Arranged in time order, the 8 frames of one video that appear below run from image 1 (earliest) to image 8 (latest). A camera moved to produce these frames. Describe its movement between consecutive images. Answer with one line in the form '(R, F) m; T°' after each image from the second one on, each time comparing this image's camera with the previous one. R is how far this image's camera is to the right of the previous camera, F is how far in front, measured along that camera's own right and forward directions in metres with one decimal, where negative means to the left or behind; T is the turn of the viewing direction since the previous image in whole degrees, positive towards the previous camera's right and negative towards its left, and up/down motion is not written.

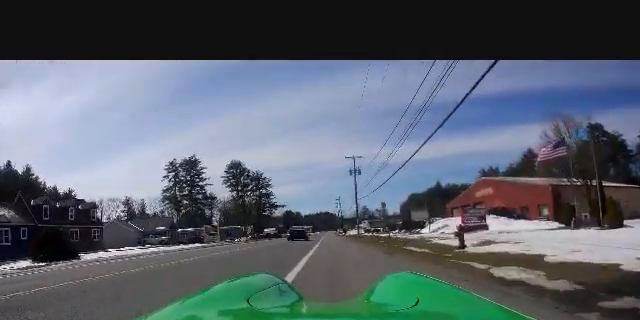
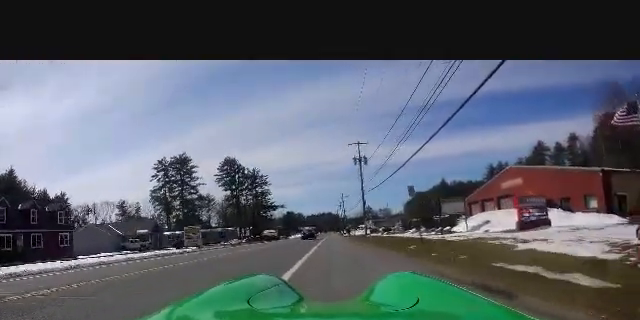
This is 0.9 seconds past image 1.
(0.0, +8.2) m; -1°
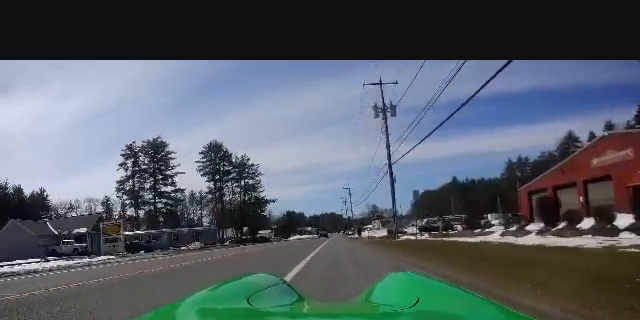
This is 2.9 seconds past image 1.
(-0.6, +18.3) m; -2°
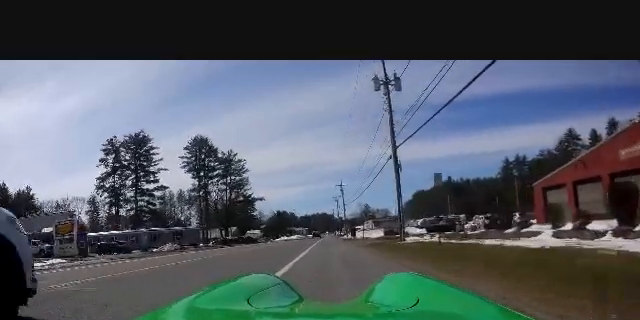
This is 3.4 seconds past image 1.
(0.0, +4.9) m; +1°
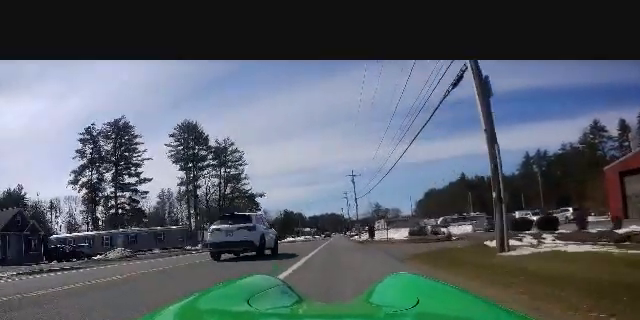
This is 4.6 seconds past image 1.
(+0.3, +11.2) m; +3°
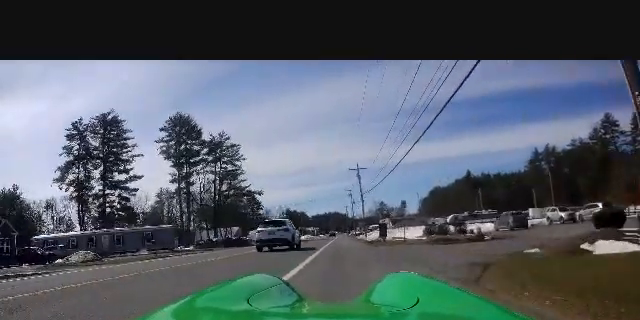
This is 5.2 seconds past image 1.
(+0.2, +5.1) m; 0°
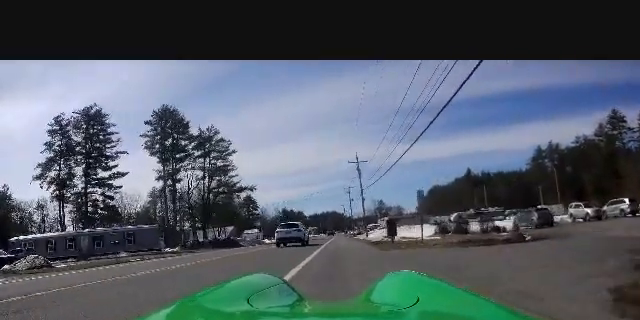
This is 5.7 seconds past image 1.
(+0.1, +4.8) m; 0°
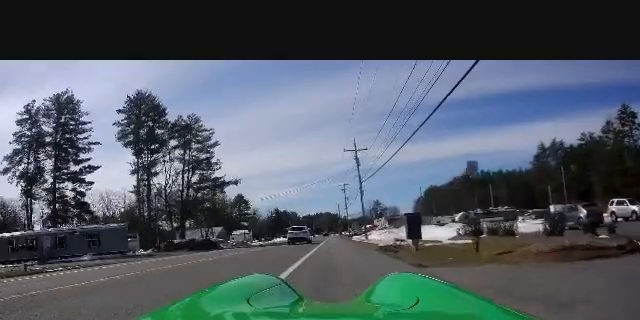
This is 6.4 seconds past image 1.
(-0.2, +7.0) m; -1°
